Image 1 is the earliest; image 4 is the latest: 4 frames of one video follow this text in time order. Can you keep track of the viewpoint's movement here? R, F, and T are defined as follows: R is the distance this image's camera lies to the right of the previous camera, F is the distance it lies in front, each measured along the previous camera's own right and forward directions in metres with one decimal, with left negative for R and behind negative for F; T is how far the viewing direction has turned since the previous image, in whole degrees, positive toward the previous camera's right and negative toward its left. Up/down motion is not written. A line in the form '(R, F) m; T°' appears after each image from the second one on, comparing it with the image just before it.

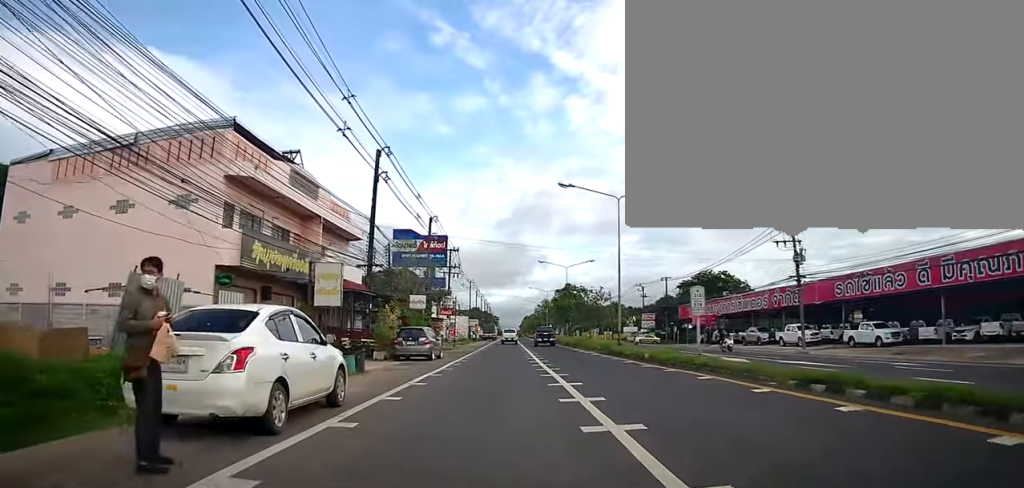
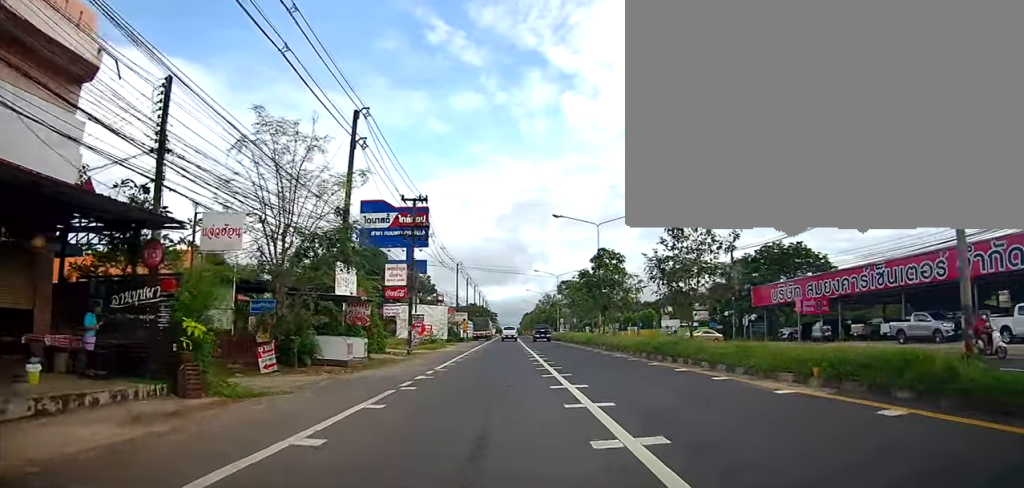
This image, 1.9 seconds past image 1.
(0.0, +24.8) m; -2°
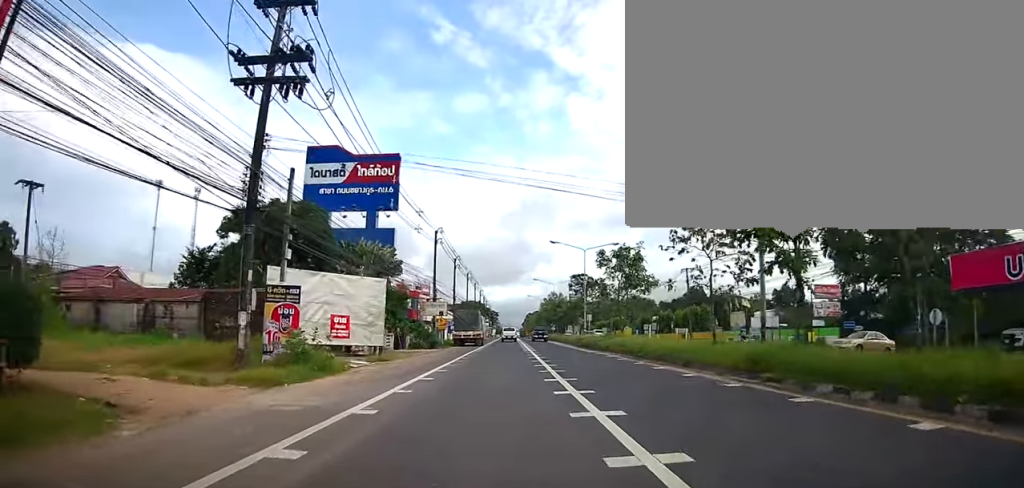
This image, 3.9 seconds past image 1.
(-0.9, +27.6) m; 0°
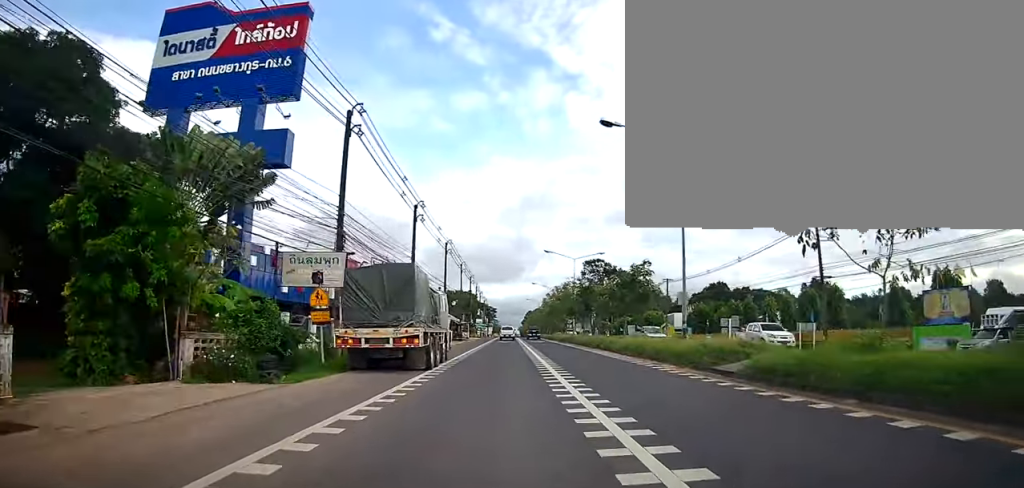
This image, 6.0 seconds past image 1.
(+1.1, +31.5) m; +2°
